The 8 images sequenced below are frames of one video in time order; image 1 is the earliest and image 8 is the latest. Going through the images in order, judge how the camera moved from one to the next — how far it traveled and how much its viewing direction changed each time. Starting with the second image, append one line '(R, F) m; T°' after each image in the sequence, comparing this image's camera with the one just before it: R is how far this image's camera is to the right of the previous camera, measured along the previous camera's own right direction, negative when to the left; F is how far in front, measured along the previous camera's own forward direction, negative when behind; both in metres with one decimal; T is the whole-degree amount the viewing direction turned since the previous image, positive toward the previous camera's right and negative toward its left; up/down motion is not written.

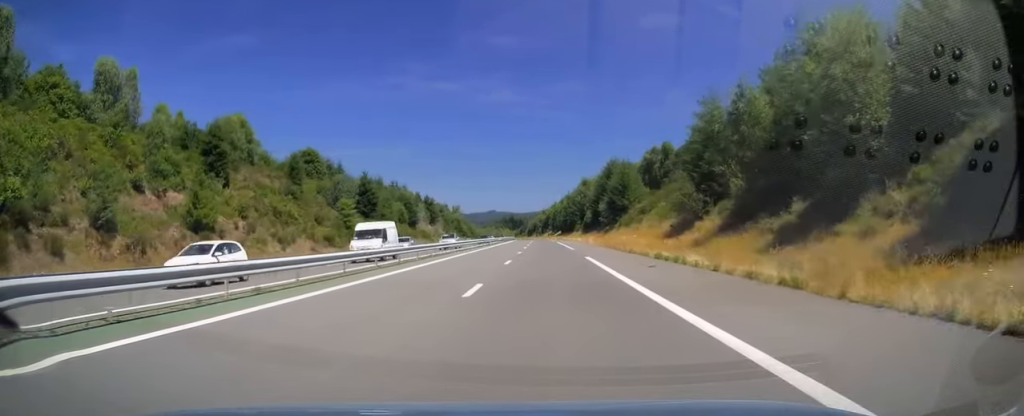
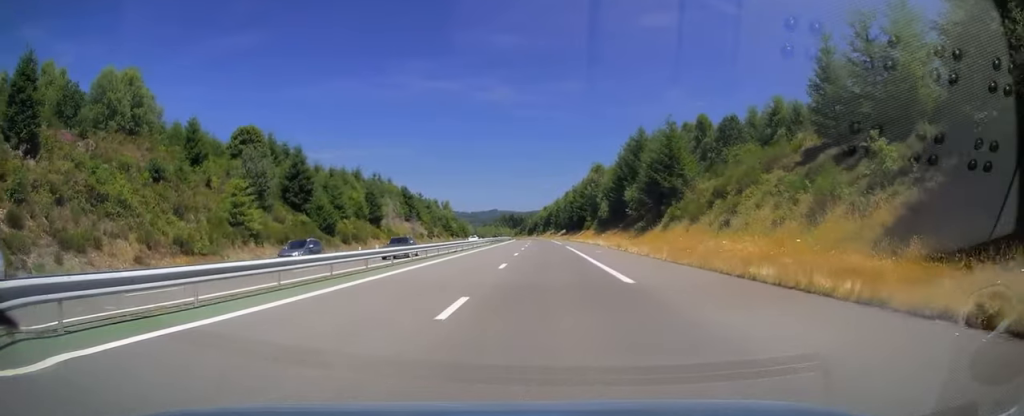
(-0.3, +29.5) m; -1°
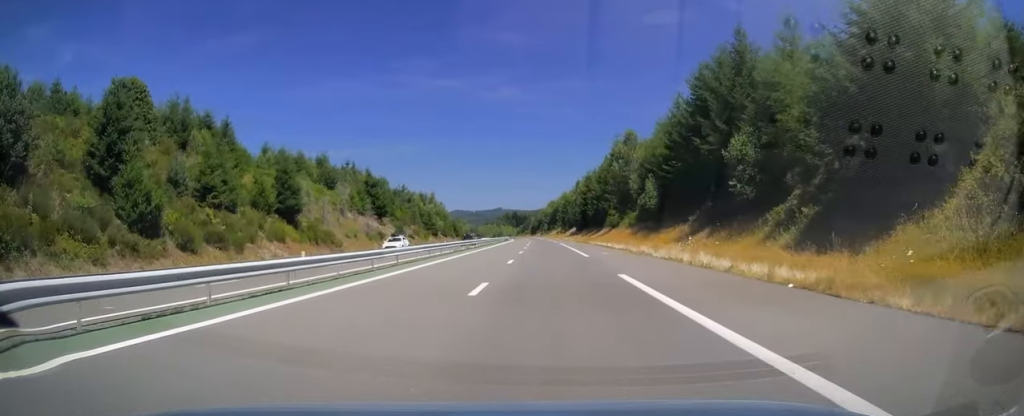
(-0.1, +35.9) m; 0°
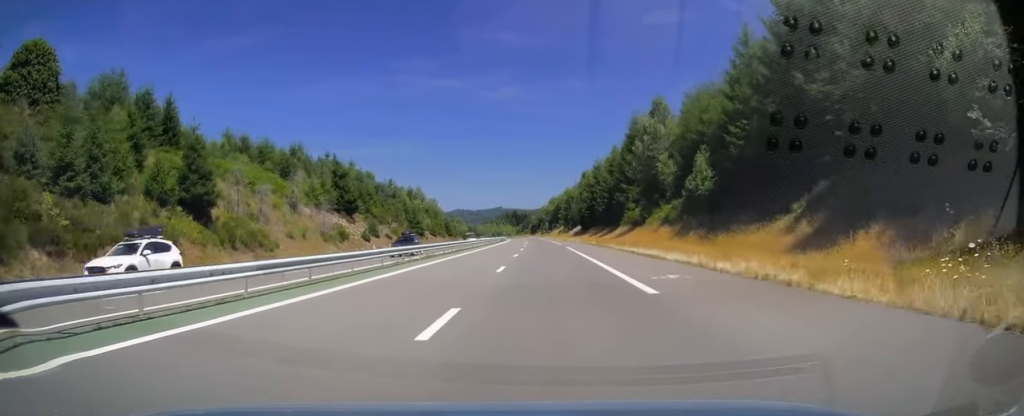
(+0.2, +18.4) m; 0°
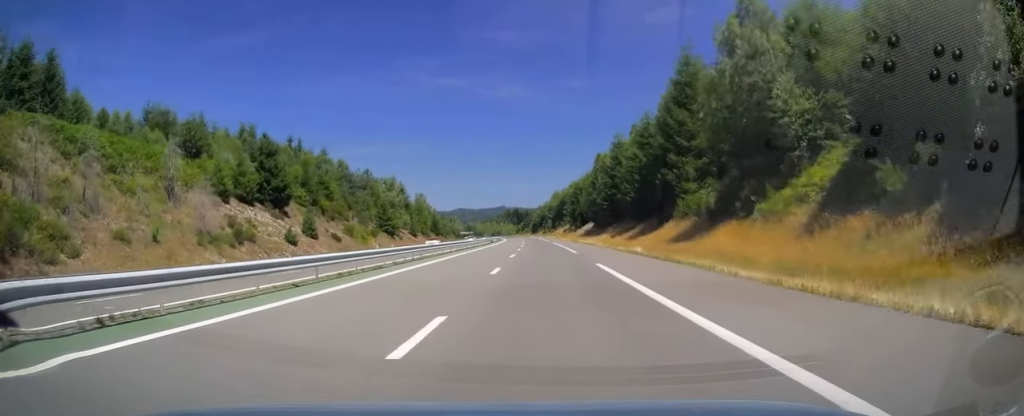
(0.0, +27.3) m; 0°
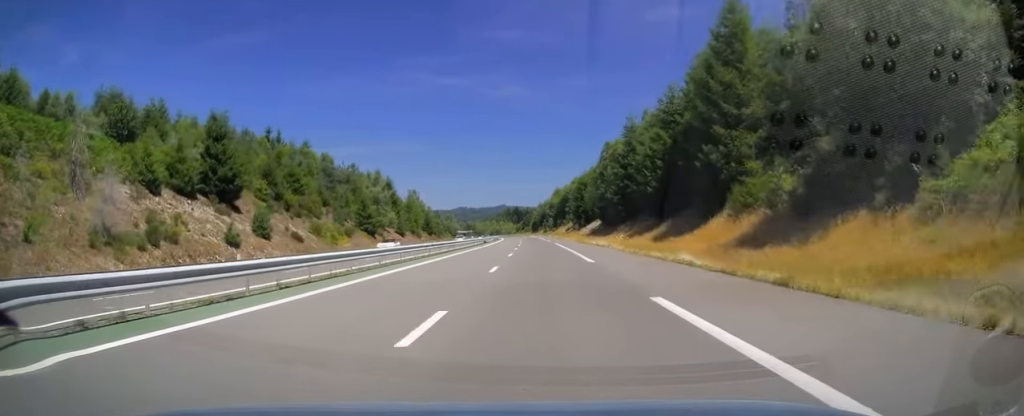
(-0.1, +12.4) m; 0°
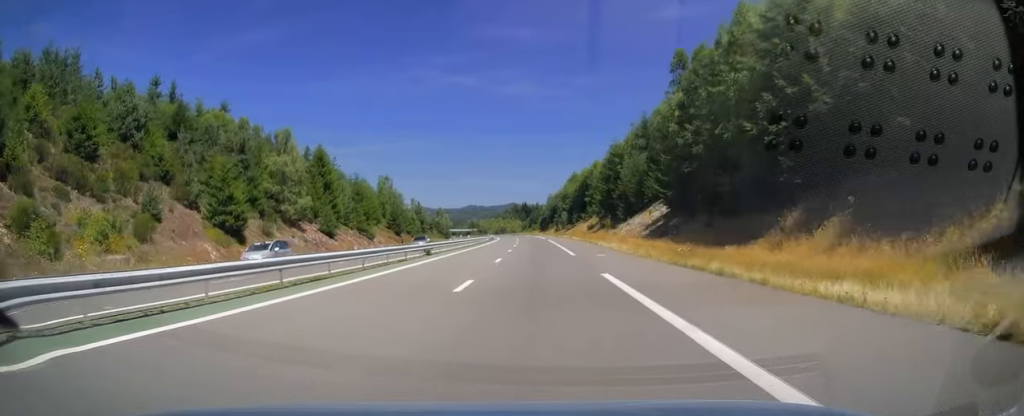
(-0.2, +45.6) m; -1°
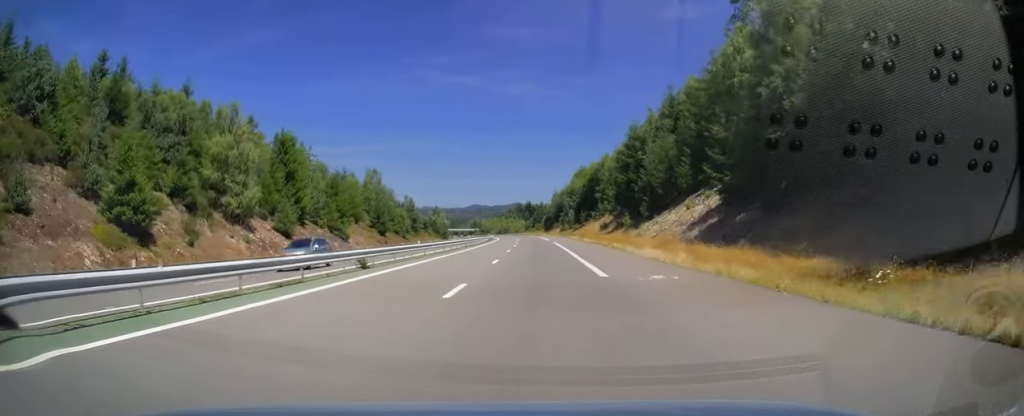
(+0.1, +14.4) m; -1°
